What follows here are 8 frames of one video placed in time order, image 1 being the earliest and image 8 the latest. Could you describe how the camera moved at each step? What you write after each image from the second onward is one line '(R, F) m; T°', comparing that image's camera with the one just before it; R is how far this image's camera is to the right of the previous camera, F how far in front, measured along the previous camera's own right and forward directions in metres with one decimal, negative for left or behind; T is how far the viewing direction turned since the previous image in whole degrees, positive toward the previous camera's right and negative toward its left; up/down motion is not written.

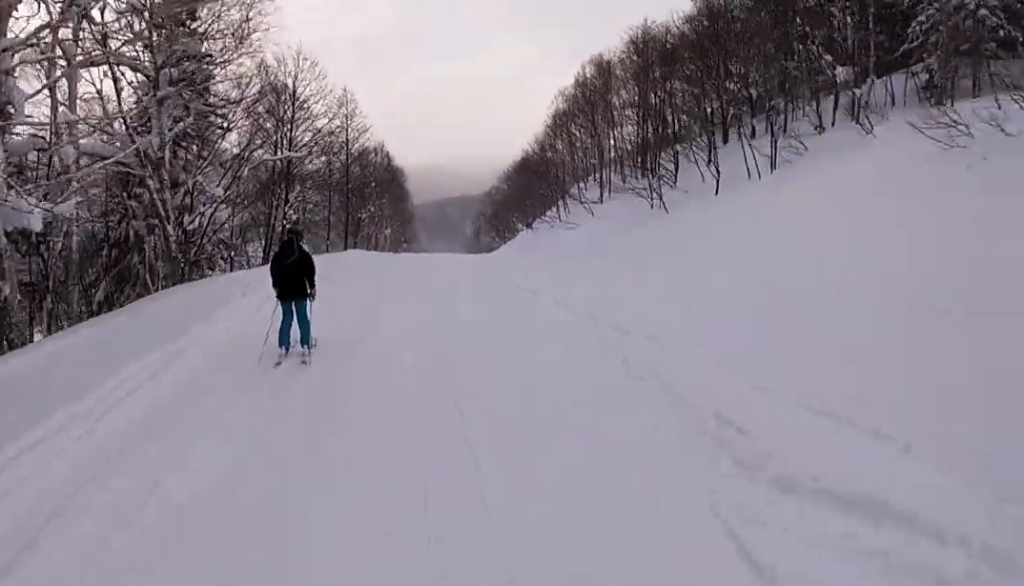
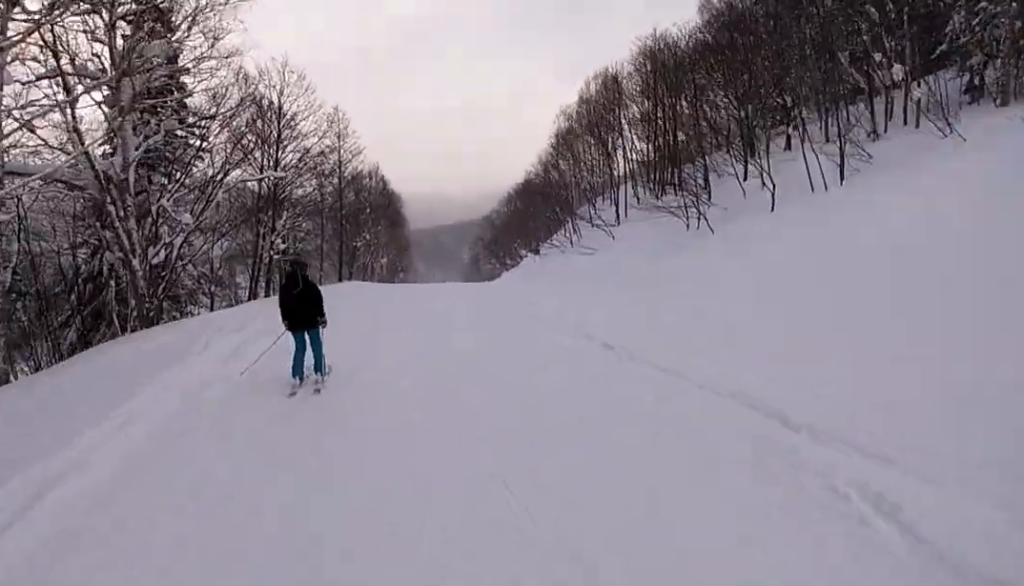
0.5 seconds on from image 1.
(-0.6, +4.2) m; -1°
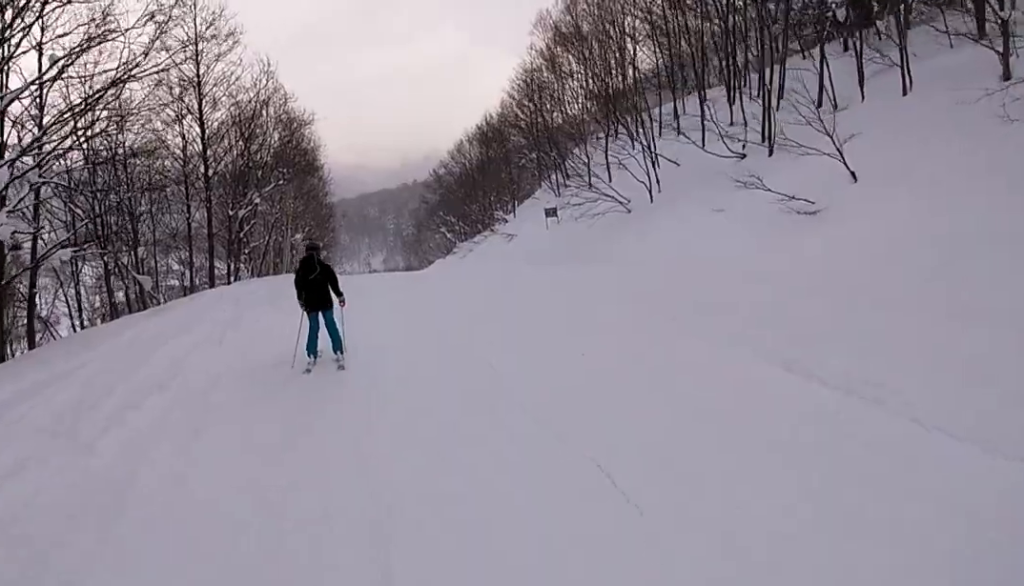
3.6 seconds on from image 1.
(+2.1, +22.0) m; +20°
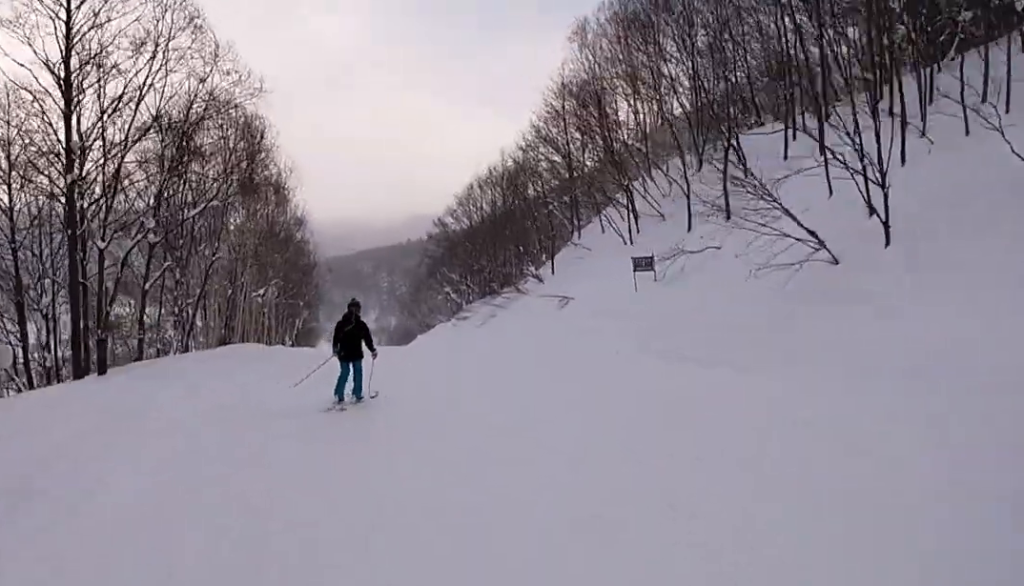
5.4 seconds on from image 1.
(+0.7, +12.2) m; -5°
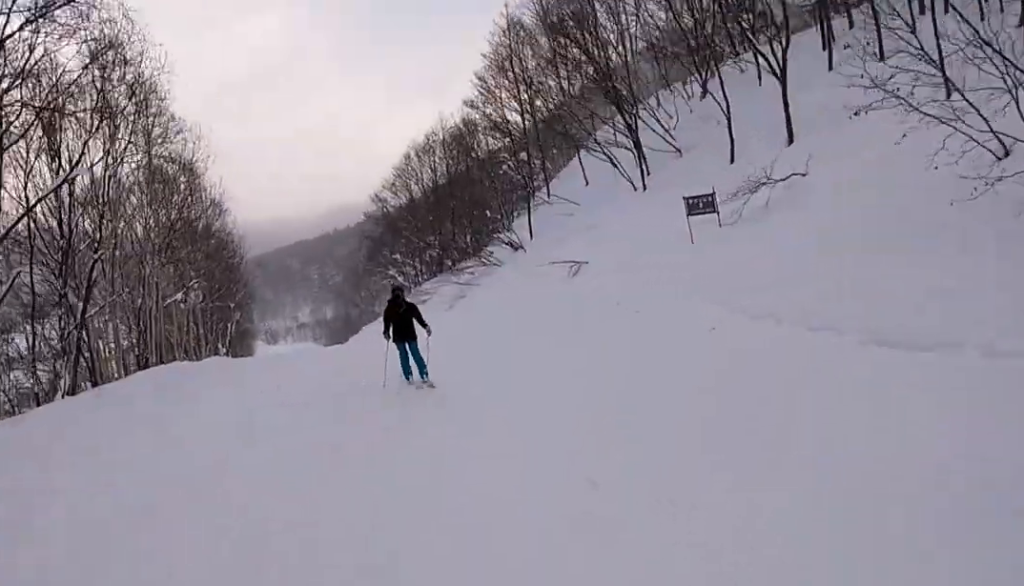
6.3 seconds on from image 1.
(-0.5, +6.4) m; -4°
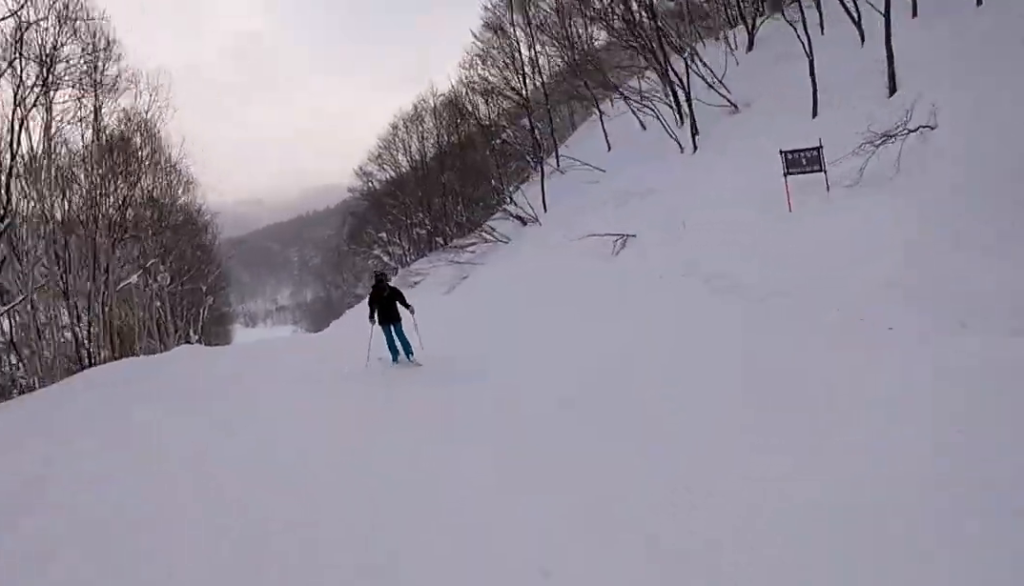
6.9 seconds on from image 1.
(0.0, +4.0) m; 0°
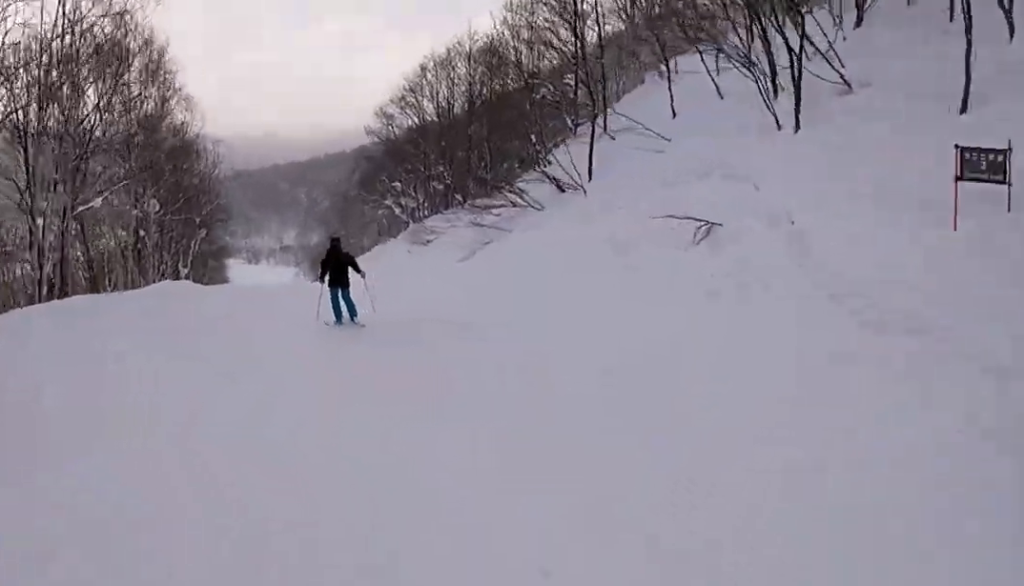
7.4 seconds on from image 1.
(0.0, +3.6) m; -2°
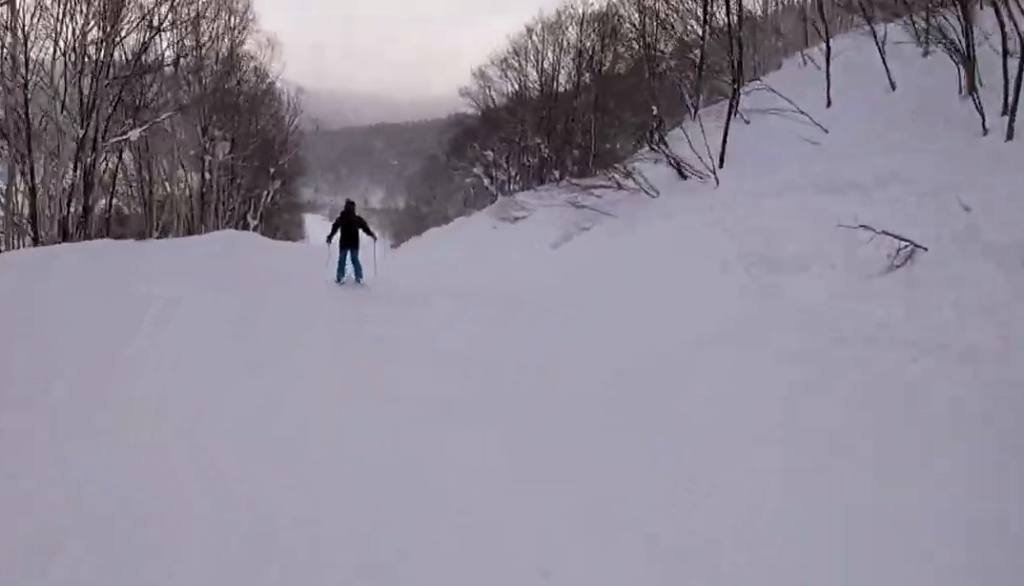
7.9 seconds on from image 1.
(+0.1, +3.1) m; -2°
